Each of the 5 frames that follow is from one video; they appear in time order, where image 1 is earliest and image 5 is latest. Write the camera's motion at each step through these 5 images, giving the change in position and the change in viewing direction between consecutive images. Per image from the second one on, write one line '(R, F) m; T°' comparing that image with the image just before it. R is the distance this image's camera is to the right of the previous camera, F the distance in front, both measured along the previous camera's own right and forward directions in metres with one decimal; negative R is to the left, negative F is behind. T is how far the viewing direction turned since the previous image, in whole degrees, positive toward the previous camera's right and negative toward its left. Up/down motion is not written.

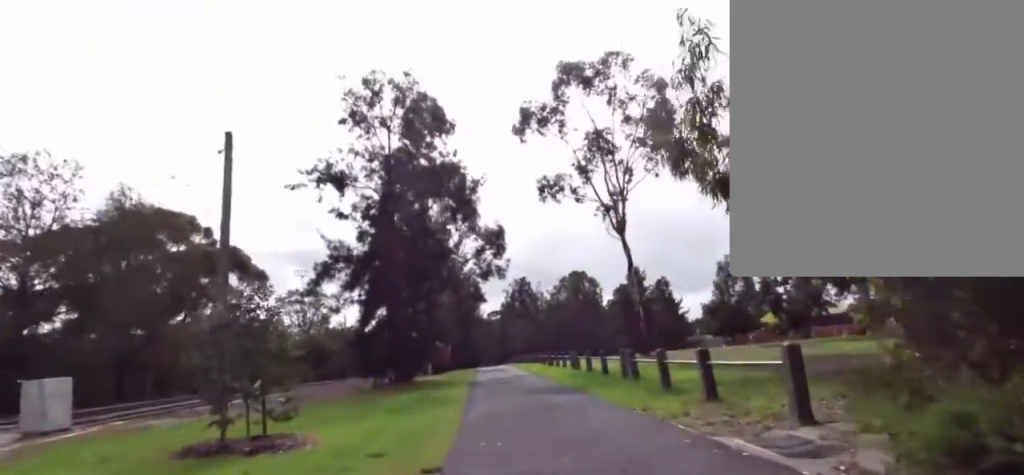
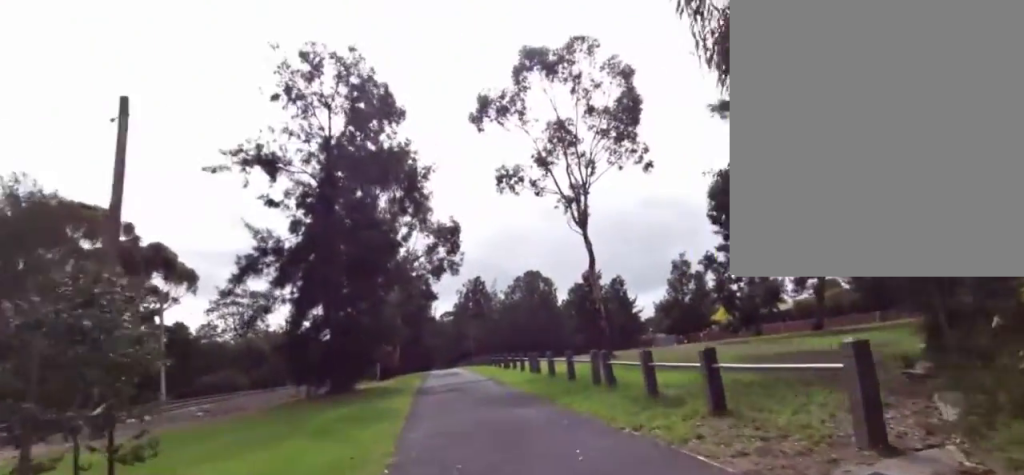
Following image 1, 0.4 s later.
(+0.2, +1.8) m; +5°
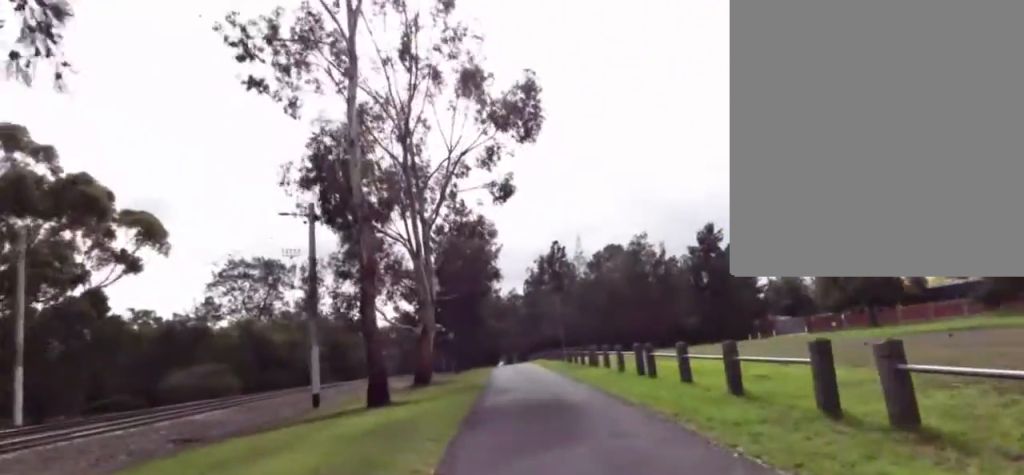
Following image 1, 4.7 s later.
(-0.4, +19.1) m; -9°
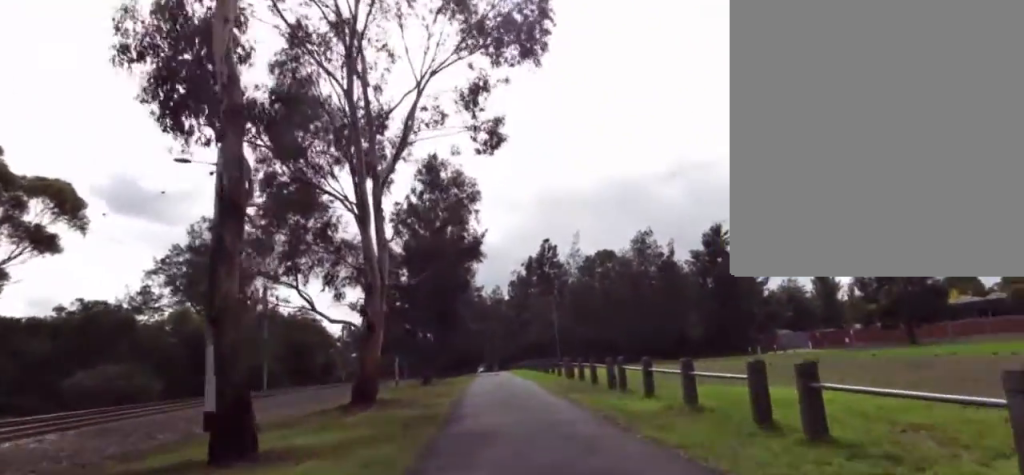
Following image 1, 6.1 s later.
(-0.8, +6.4) m; +5°
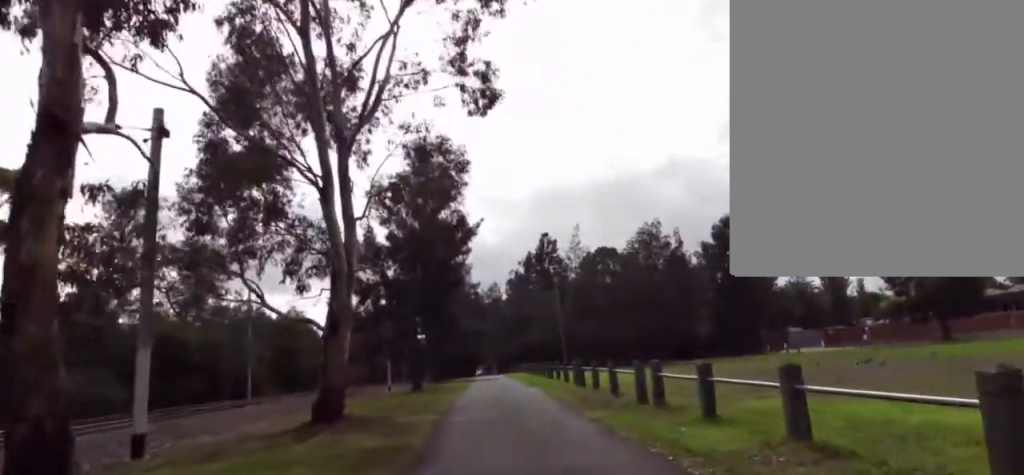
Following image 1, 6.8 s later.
(+0.5, +3.0) m; +8°
